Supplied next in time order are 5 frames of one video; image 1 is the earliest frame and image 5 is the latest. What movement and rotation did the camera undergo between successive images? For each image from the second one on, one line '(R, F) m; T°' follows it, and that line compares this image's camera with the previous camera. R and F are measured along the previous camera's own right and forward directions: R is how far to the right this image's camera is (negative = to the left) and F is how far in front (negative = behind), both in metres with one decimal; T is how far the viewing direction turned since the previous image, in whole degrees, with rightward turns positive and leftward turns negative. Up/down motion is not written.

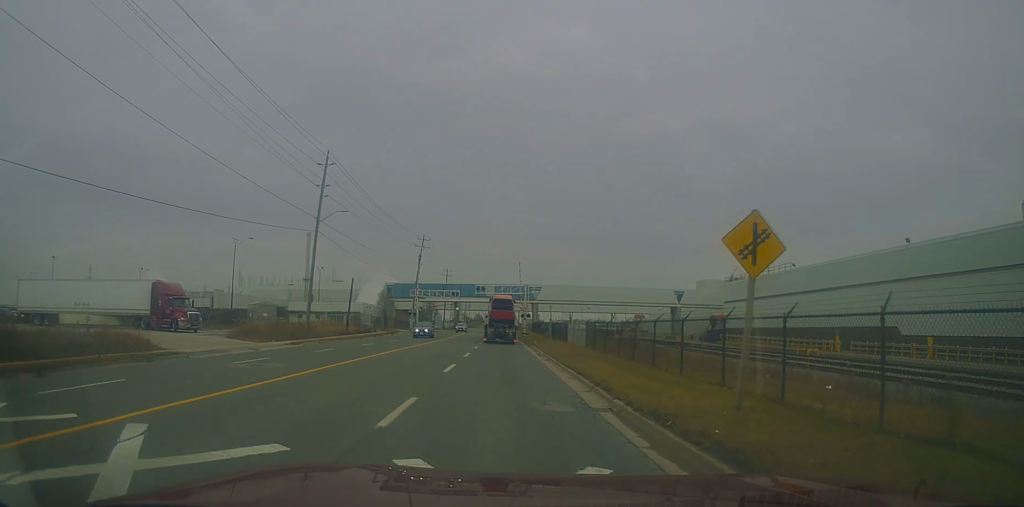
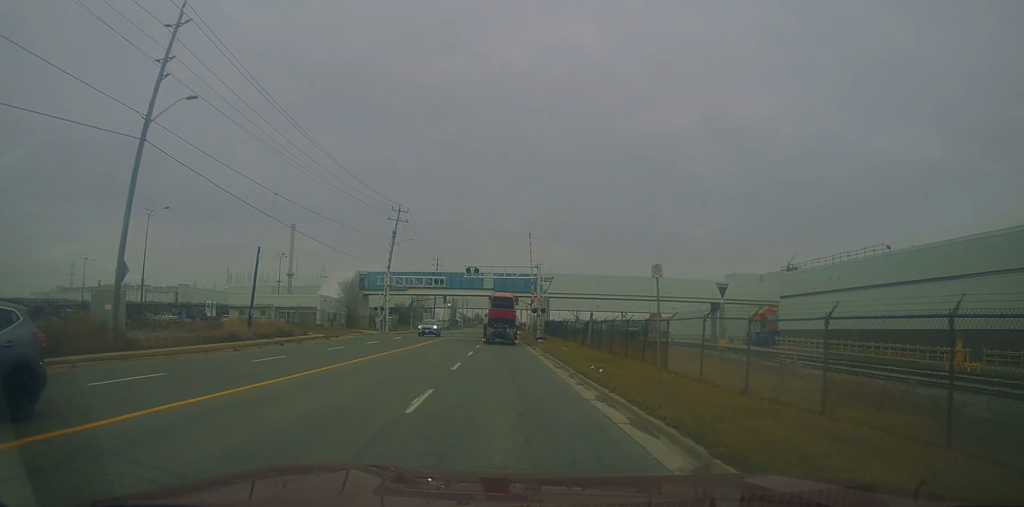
(-0.2, +26.0) m; -2°
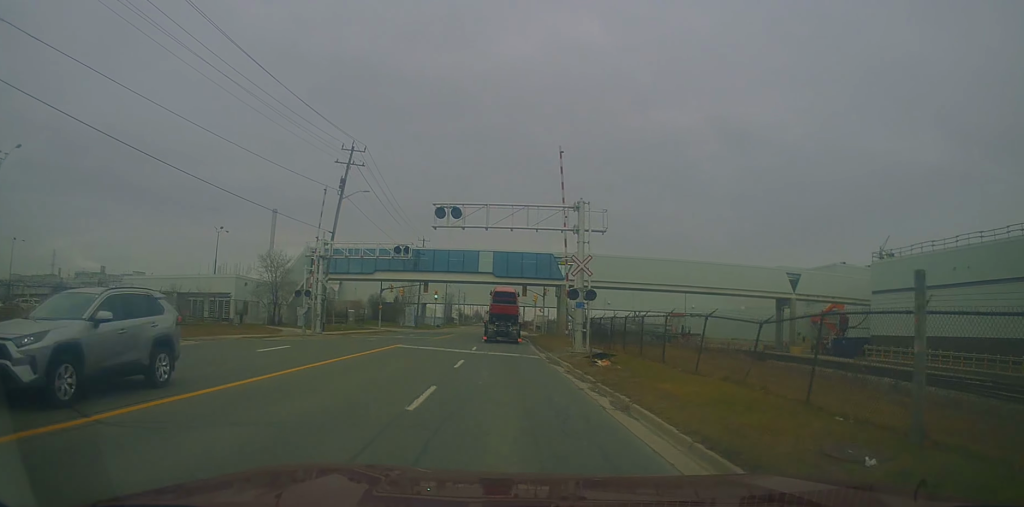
(-0.1, +26.9) m; +1°
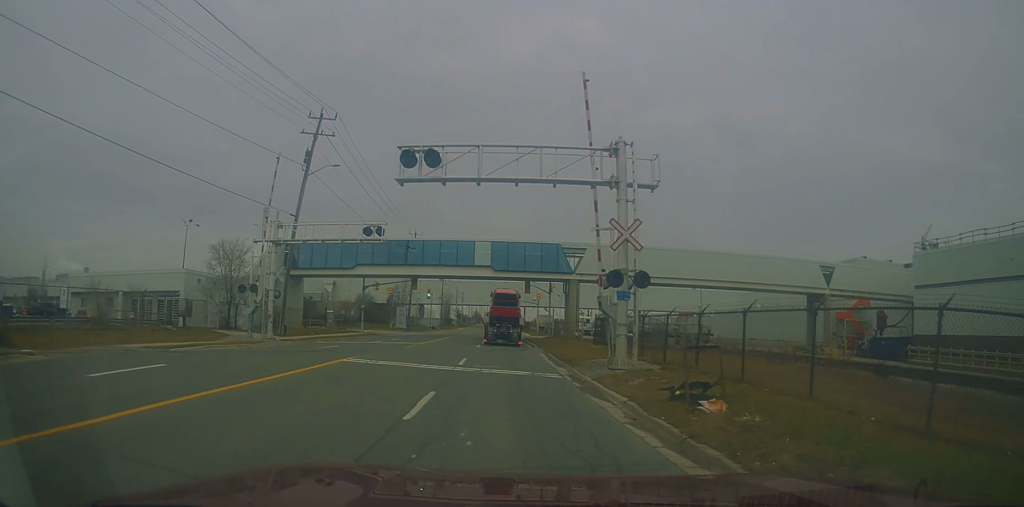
(0.0, +9.4) m; 0°
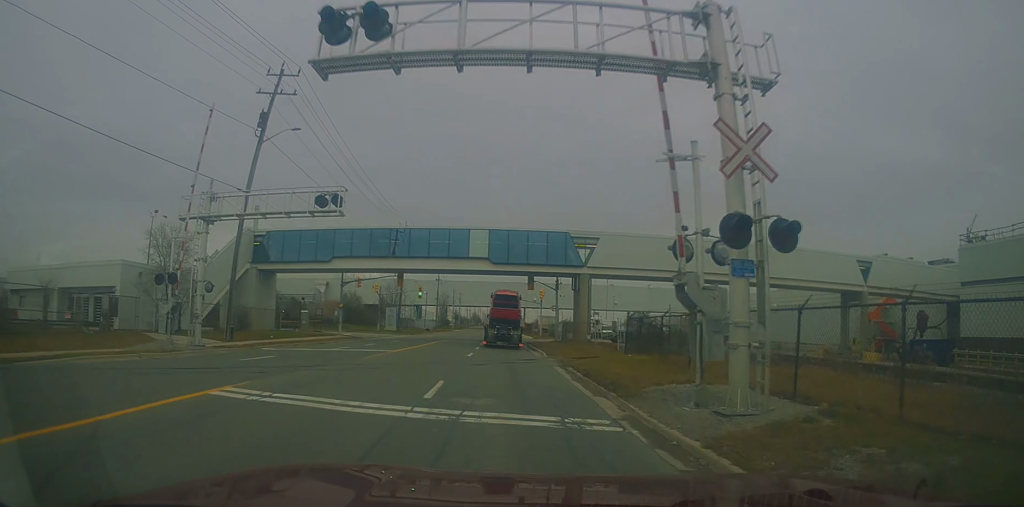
(+0.1, +8.9) m; 0°
